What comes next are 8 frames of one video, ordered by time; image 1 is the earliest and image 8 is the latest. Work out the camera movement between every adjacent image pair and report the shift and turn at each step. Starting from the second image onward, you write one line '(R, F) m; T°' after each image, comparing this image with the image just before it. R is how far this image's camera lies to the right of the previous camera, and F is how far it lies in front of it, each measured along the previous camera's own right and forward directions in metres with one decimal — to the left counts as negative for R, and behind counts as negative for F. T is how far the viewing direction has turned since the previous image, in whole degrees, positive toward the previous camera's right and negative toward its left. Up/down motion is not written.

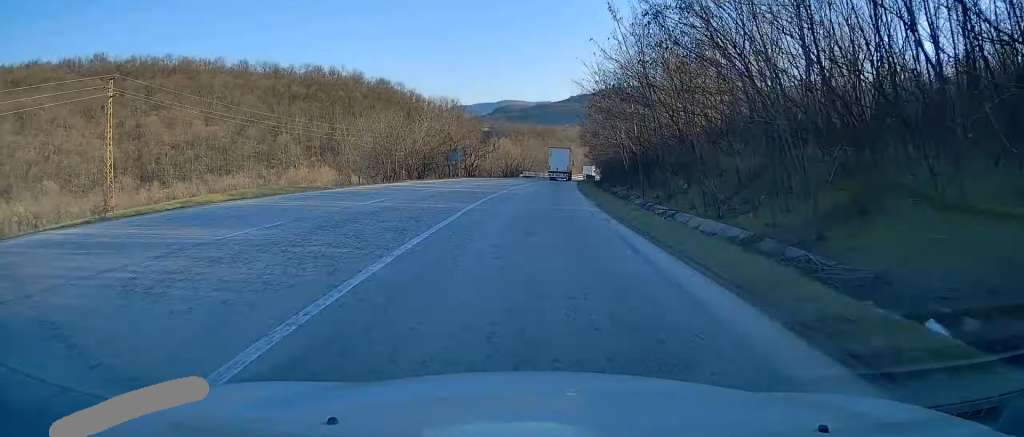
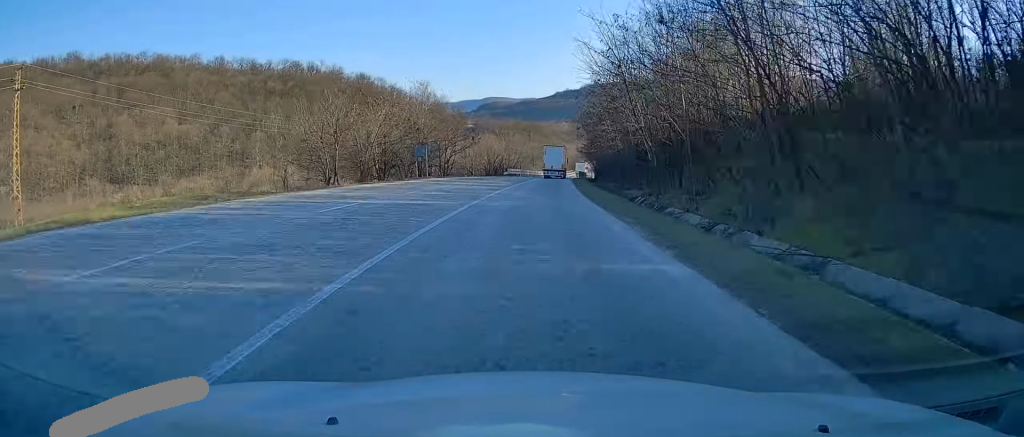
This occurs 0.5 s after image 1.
(+0.1, +12.5) m; +1°
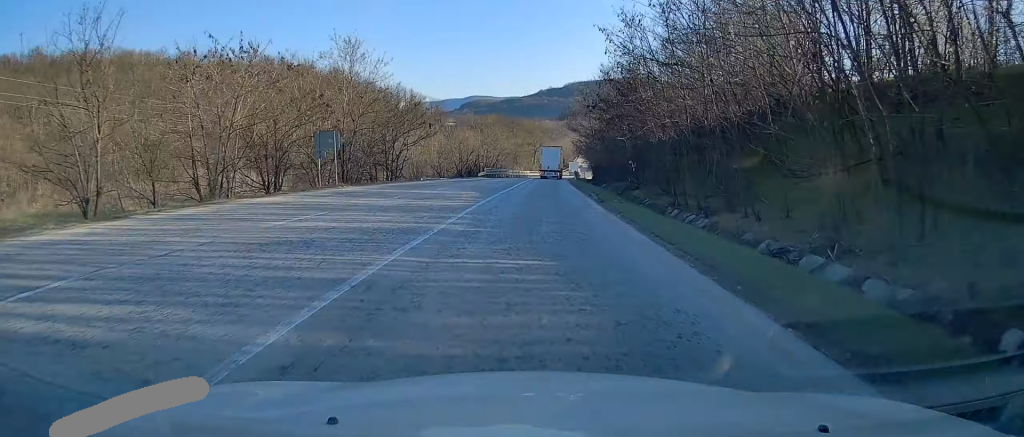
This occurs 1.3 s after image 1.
(+0.2, +20.9) m; +1°
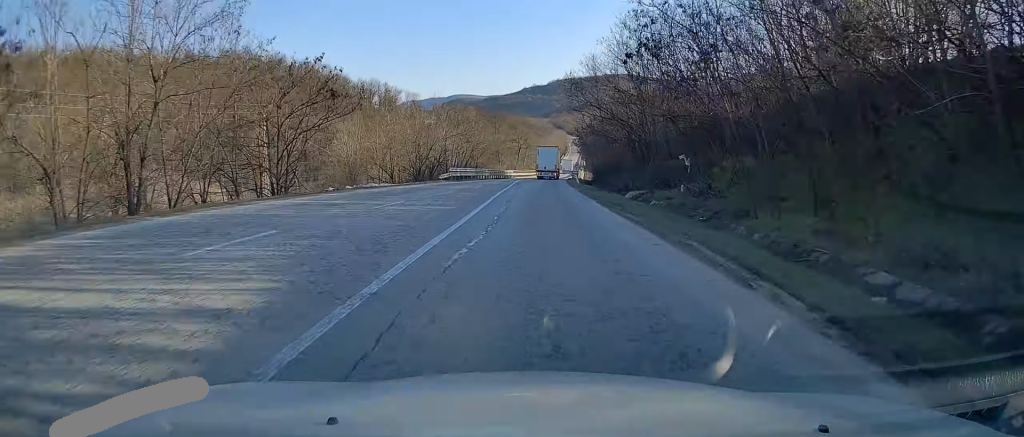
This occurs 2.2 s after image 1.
(+0.2, +21.8) m; +1°
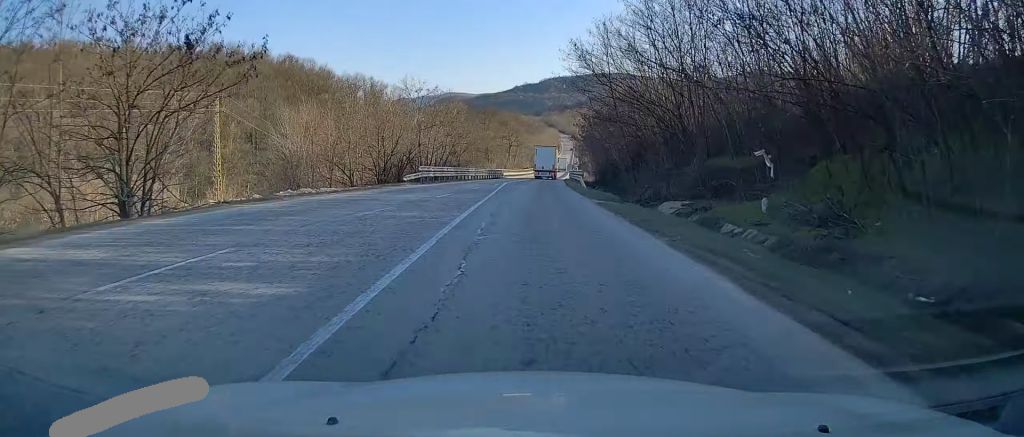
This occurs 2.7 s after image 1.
(+0.2, +11.8) m; +1°
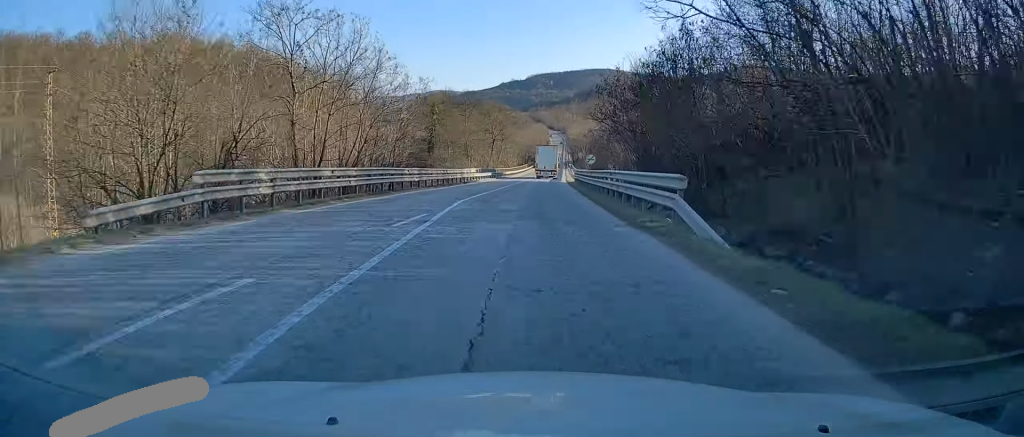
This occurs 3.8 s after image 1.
(+0.4, +28.7) m; +2°
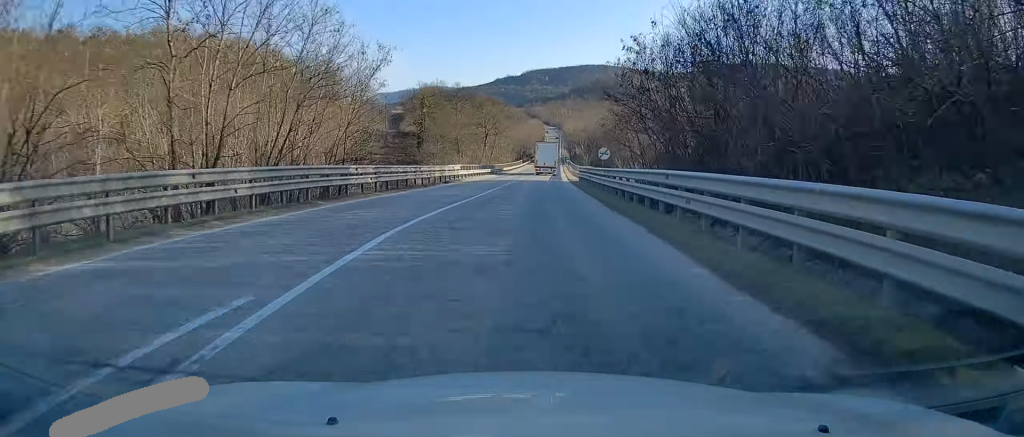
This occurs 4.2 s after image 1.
(0.0, +10.1) m; 0°
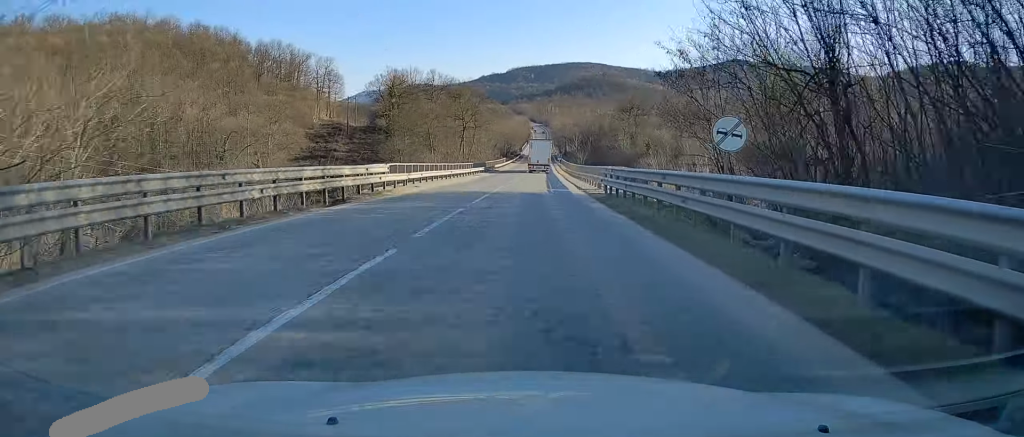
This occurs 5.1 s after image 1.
(+0.3, +23.5) m; +1°
